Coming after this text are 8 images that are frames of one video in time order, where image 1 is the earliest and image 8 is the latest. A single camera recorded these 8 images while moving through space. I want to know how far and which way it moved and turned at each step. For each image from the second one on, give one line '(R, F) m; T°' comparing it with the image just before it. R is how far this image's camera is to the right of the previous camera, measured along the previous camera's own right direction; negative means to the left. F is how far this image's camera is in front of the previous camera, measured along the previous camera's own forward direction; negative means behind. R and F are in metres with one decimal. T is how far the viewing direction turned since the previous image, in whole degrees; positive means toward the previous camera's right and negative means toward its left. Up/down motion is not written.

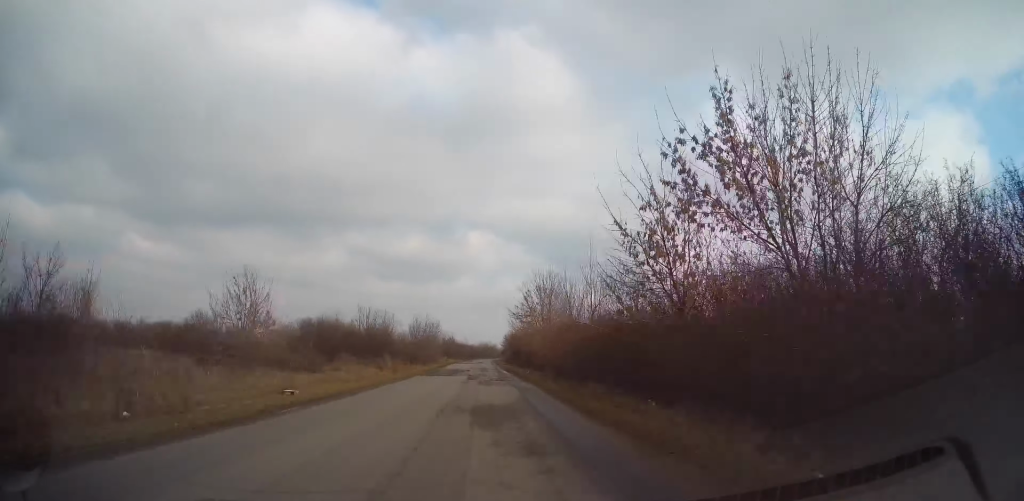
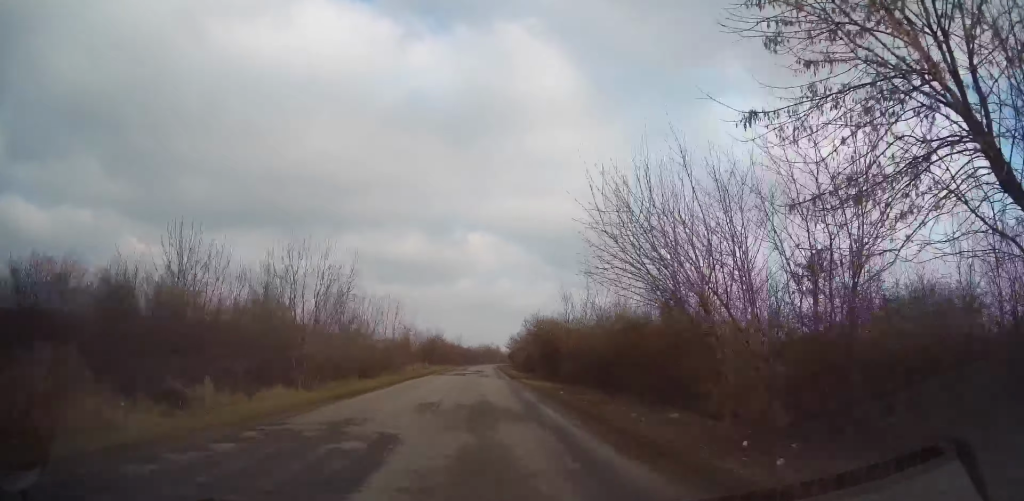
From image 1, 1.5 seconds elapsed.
(+0.2, +37.8) m; 0°
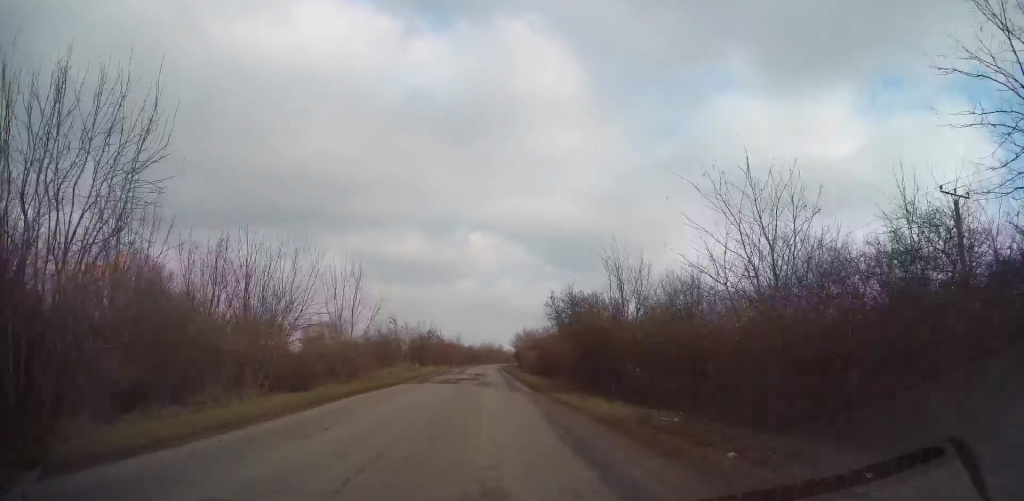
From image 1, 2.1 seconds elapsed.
(0.0, +14.1) m; 0°
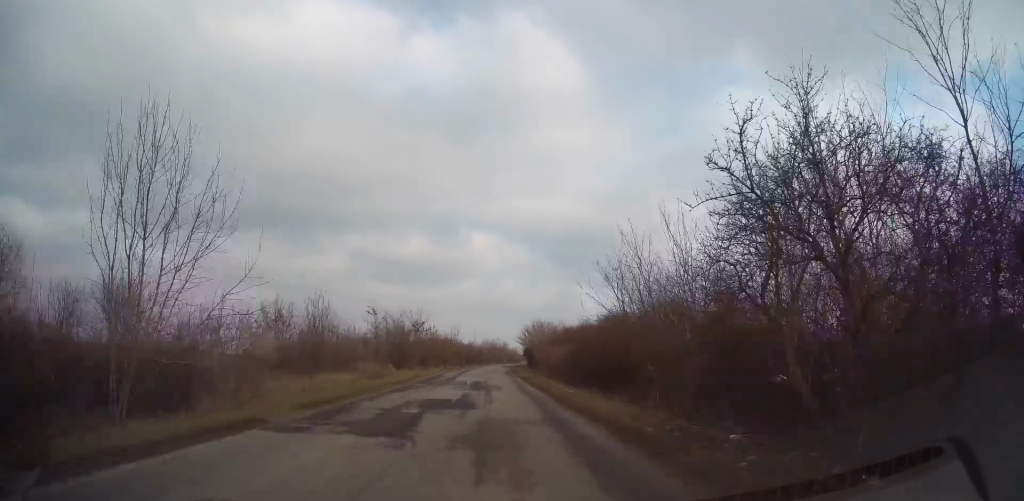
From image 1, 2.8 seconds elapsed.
(0.0, +18.1) m; 0°
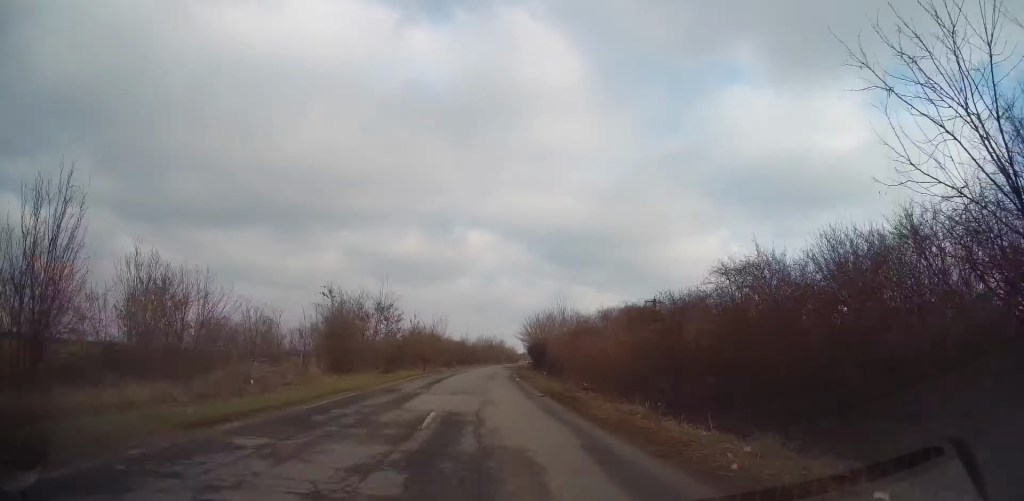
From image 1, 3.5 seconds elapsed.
(0.0, +18.0) m; 0°
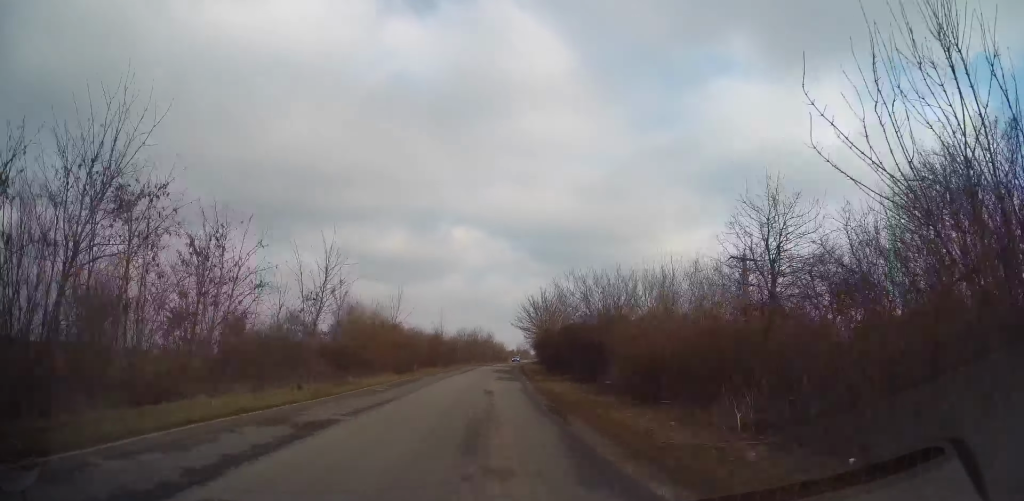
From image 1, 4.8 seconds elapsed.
(+0.2, +30.0) m; +1°
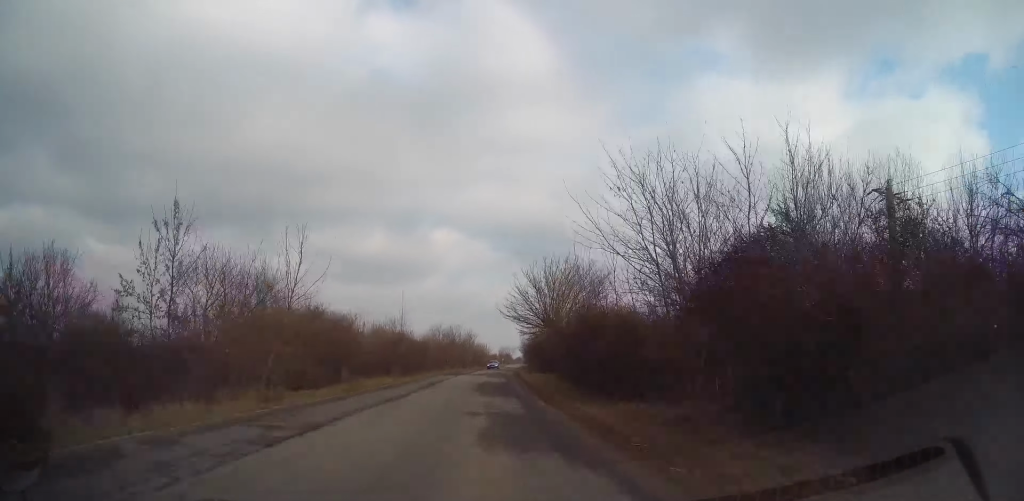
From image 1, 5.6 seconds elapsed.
(+0.2, +20.5) m; +1°
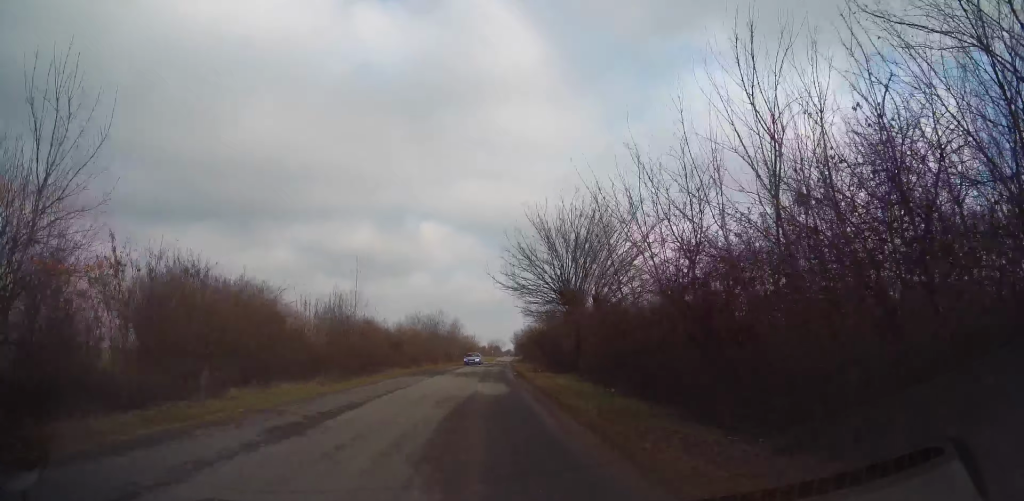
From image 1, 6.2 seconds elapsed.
(-0.1, +14.9) m; +1°
